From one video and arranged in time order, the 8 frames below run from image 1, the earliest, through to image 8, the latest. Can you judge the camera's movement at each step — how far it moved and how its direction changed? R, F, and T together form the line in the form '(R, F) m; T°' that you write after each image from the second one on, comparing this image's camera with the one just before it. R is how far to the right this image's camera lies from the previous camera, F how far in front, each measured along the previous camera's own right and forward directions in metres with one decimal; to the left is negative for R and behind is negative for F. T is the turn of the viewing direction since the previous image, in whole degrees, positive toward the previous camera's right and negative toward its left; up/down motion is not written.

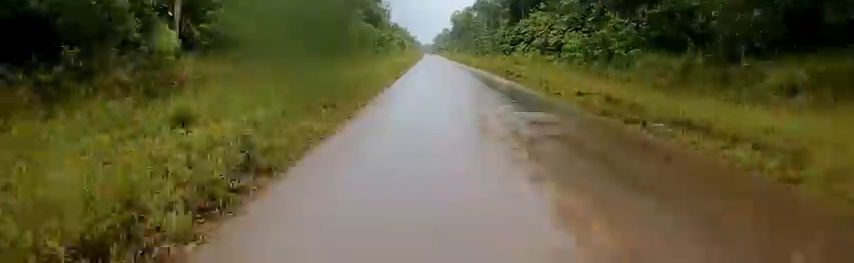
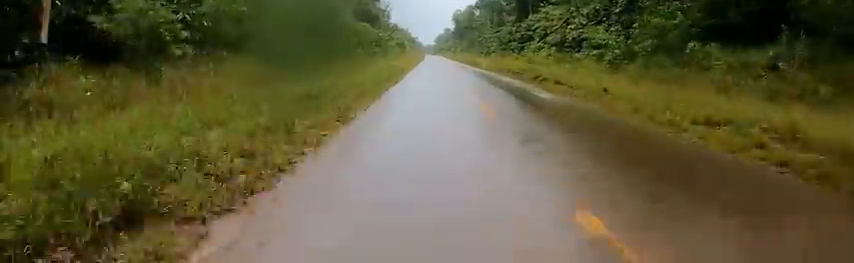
(+0.1, +6.3) m; -1°
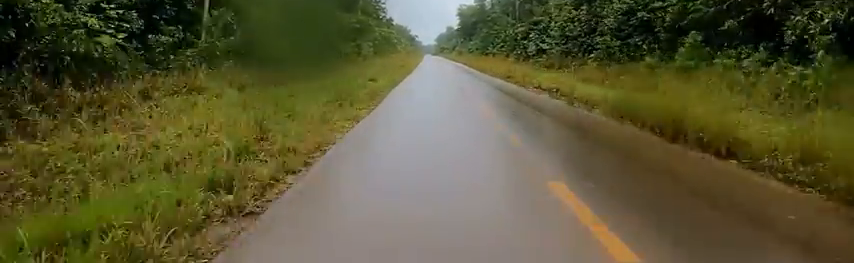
(-0.4, +38.3) m; +1°
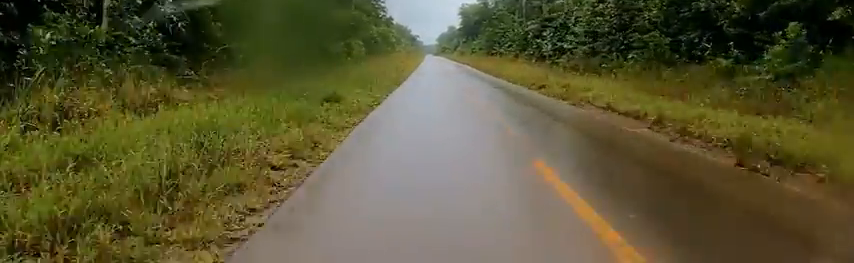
(0.0, +6.8) m; 0°
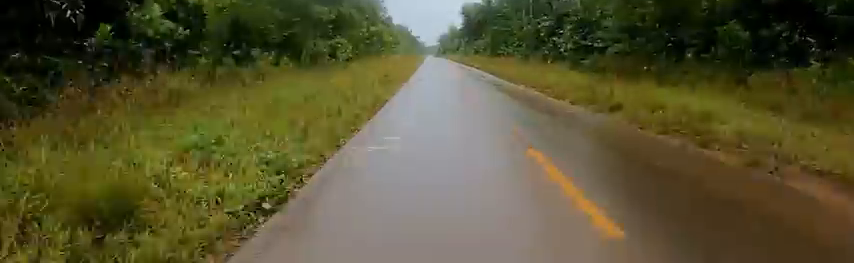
(0.0, +7.3) m; +1°
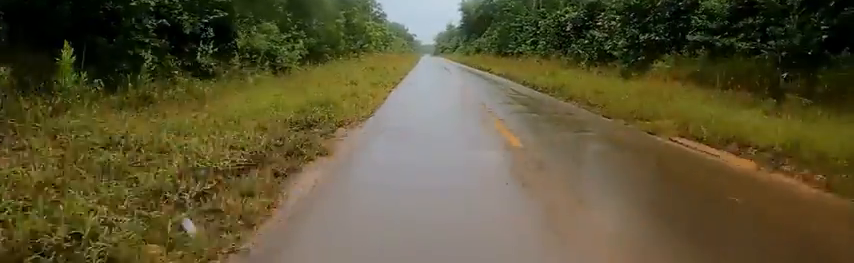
(+0.1, +13.0) m; +1°
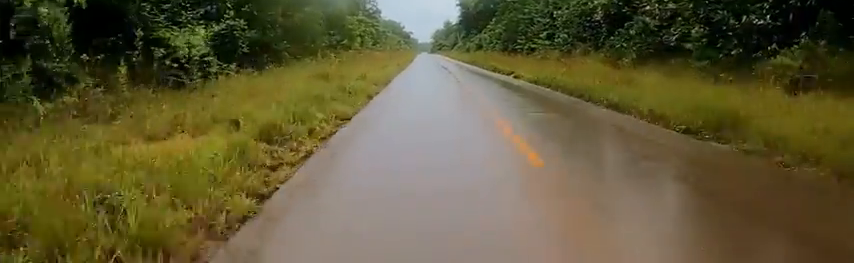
(+0.1, +9.5) m; 0°
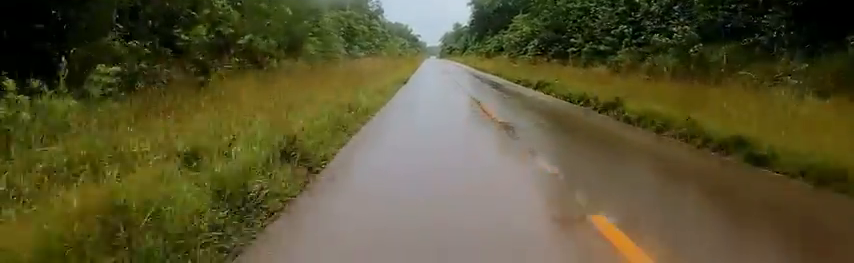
(-0.7, +19.8) m; -3°
